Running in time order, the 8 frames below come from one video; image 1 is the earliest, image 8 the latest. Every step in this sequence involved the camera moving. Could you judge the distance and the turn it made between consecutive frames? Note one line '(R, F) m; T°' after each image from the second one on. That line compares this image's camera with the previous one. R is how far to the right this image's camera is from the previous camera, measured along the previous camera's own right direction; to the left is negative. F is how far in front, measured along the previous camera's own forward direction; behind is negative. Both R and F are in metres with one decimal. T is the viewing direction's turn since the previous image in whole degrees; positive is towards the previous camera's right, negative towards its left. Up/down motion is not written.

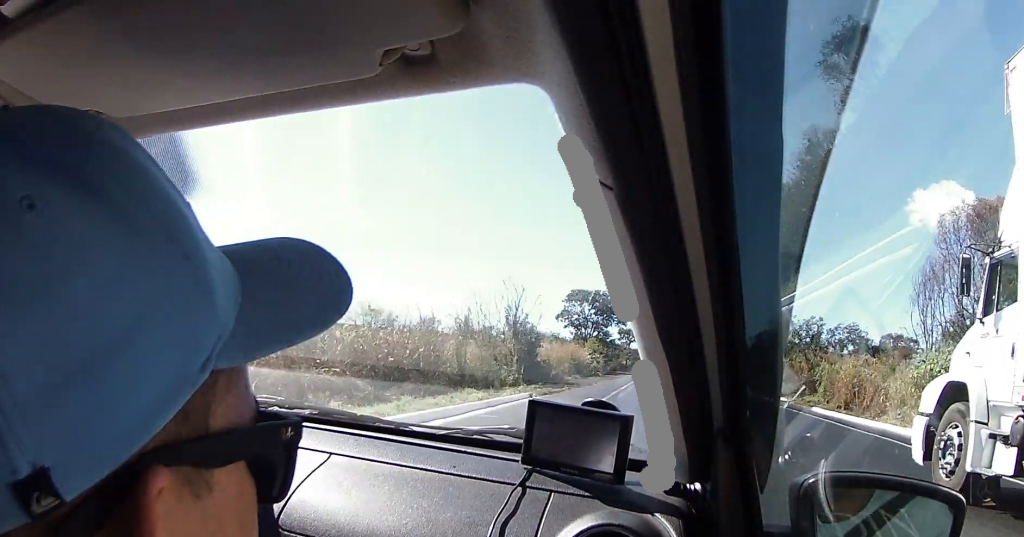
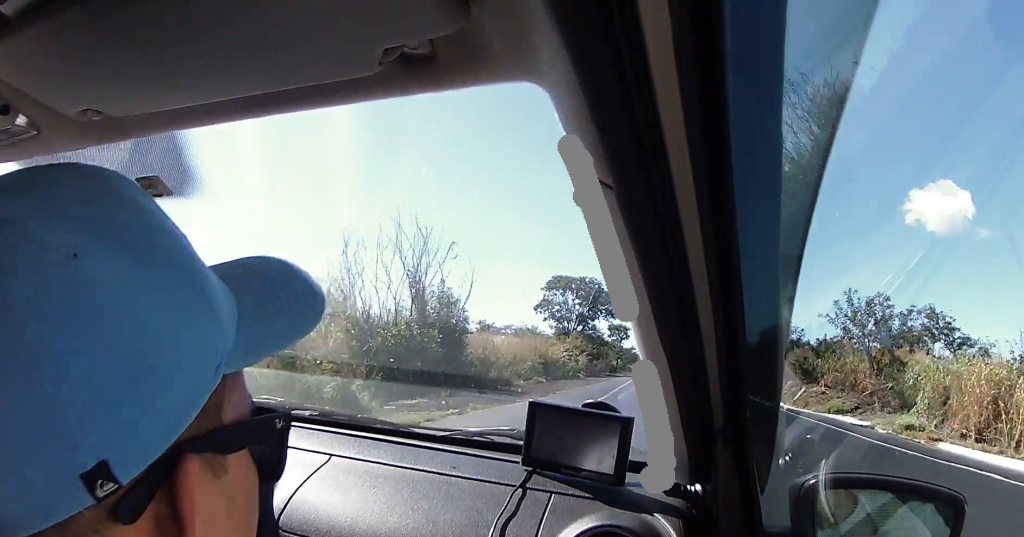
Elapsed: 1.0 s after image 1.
(0.0, +16.4) m; 0°
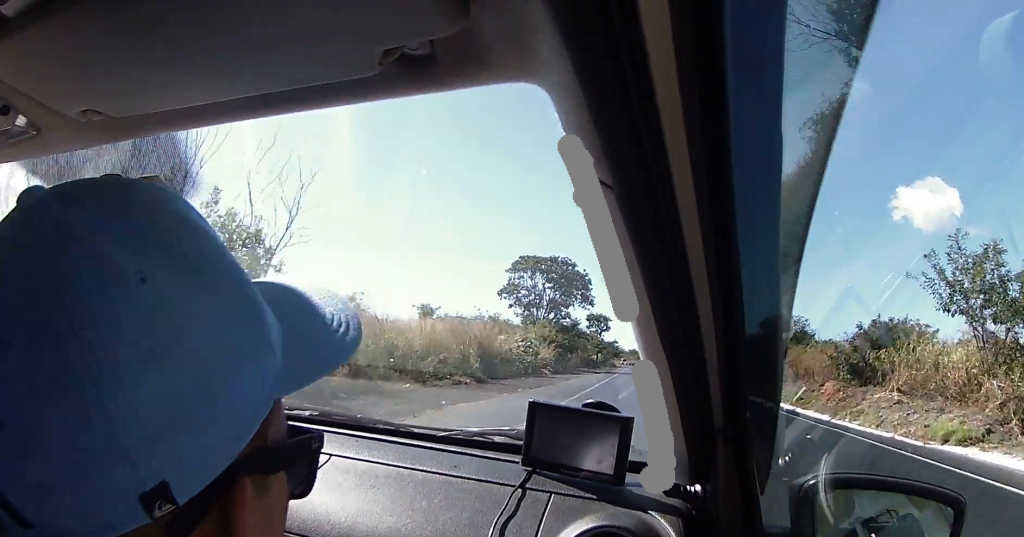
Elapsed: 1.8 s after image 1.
(0.0, +14.0) m; 0°
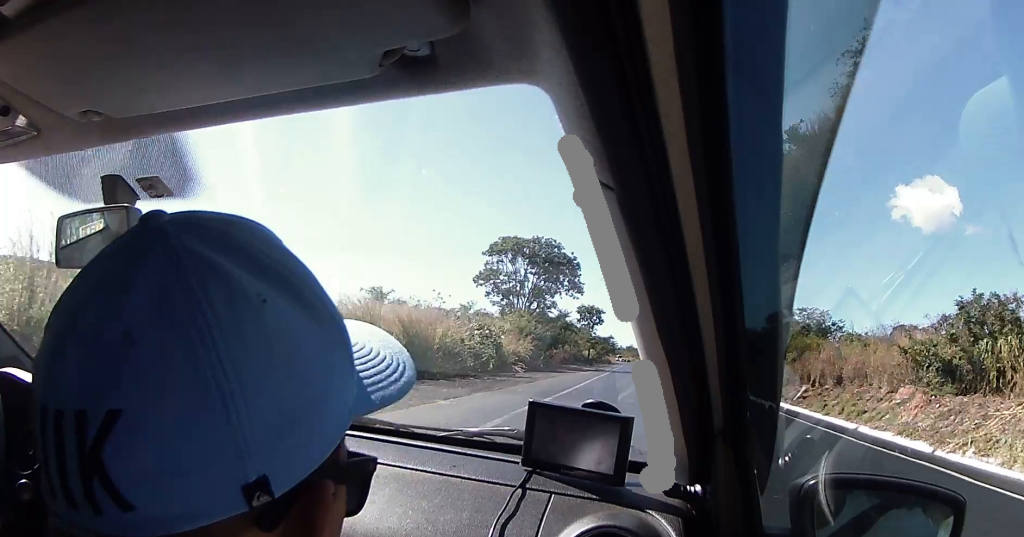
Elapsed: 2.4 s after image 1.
(-0.4, +10.7) m; 0°
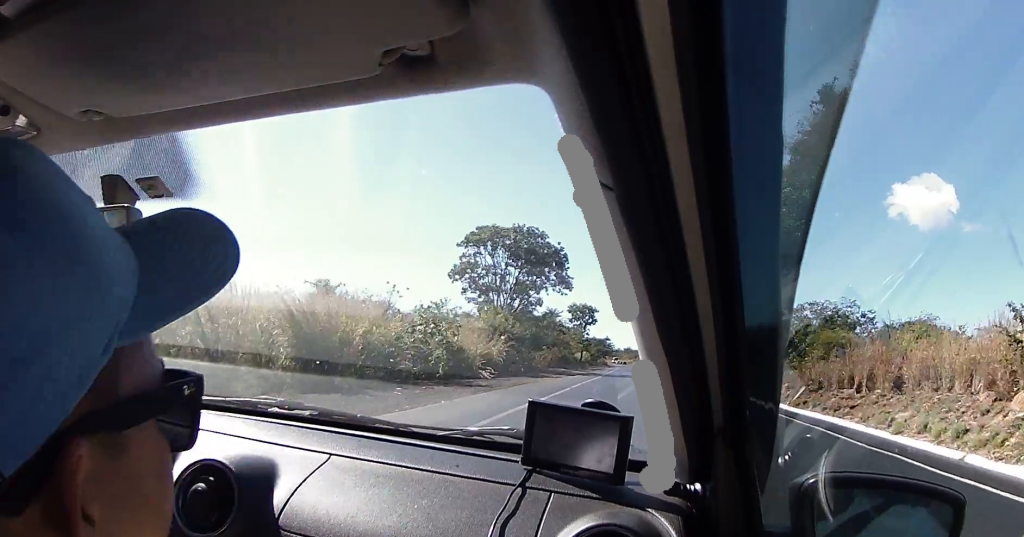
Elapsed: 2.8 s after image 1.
(+0.2, +8.4) m; +1°
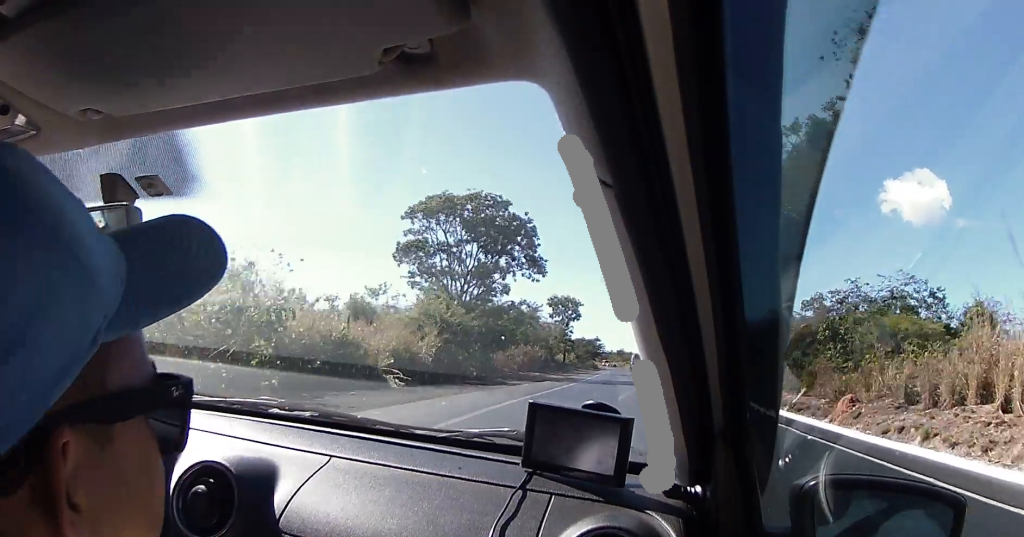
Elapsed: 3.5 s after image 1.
(+0.2, +12.7) m; +2°
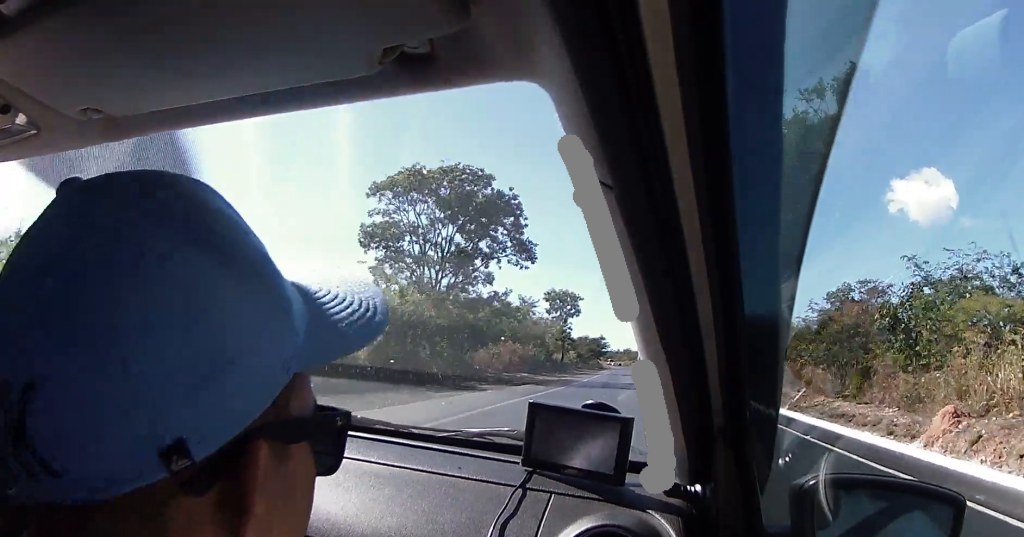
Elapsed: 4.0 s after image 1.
(+0.2, +8.0) m; 0°
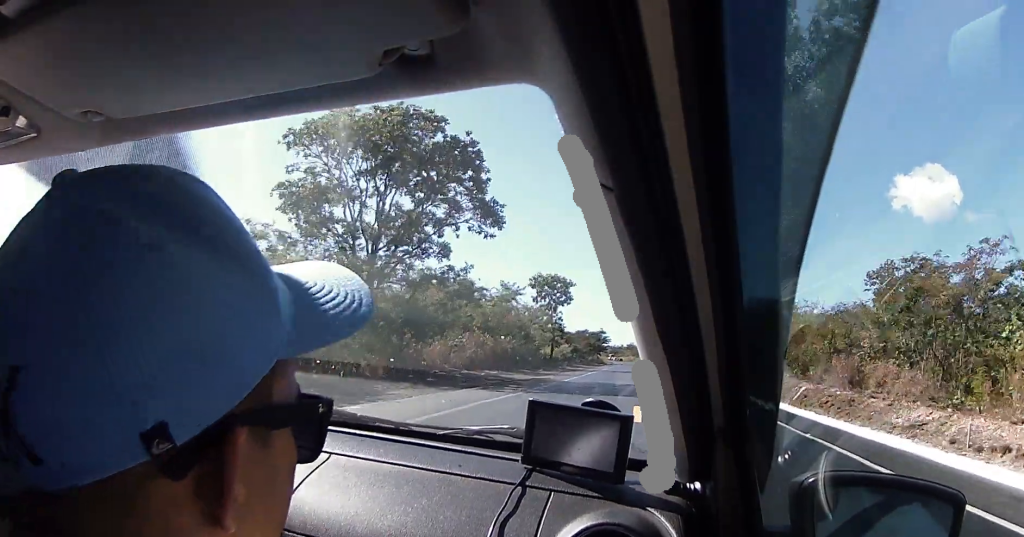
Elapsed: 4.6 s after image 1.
(+0.2, +11.1) m; 0°
